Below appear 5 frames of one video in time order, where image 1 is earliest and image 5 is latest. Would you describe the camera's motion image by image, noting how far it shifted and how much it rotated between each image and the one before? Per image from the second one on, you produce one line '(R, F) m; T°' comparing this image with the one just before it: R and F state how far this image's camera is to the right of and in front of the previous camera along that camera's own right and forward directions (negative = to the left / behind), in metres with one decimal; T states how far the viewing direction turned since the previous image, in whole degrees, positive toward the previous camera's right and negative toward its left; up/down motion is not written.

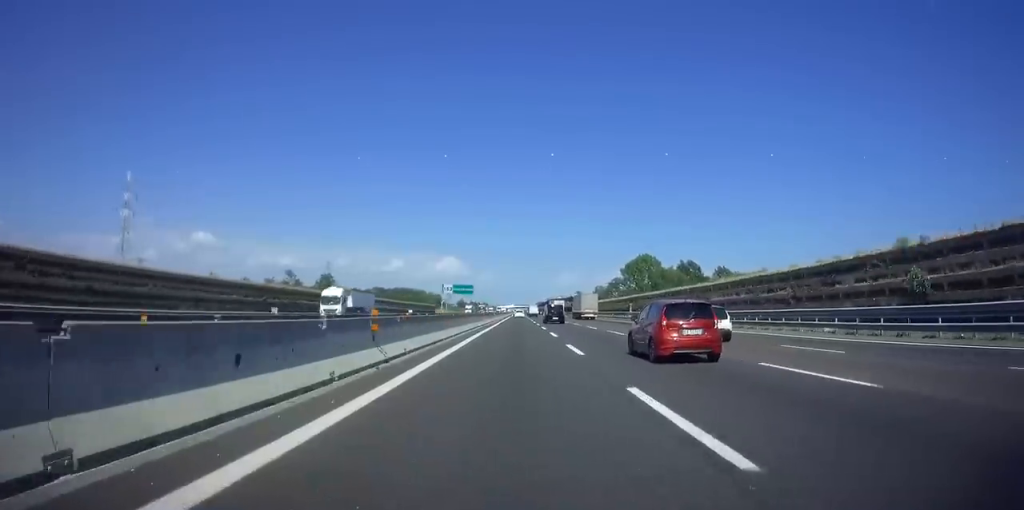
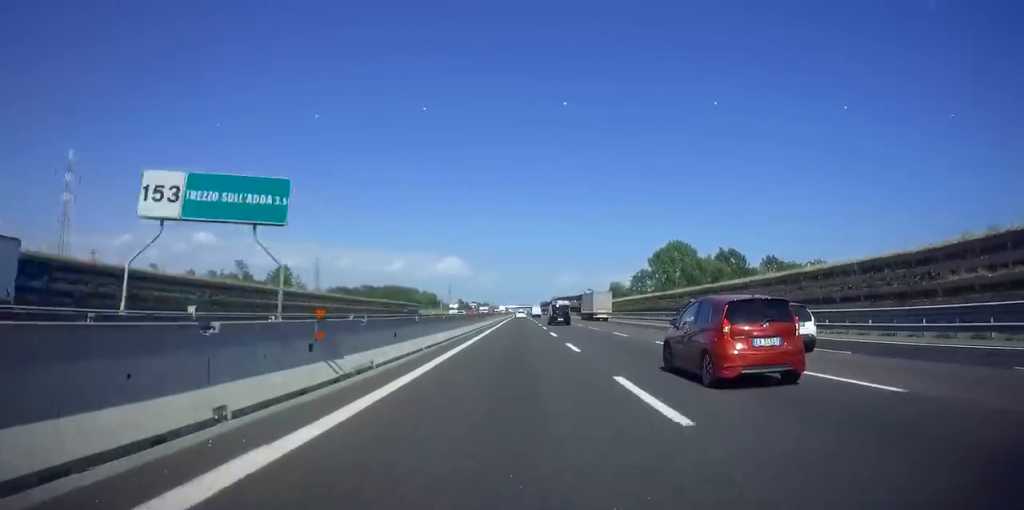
(0.0, +34.6) m; 0°
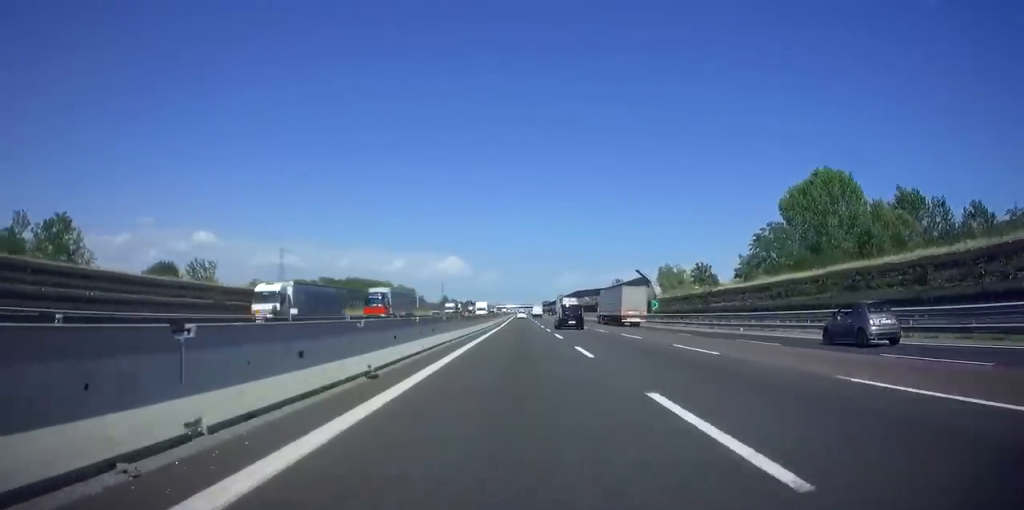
(-0.4, +74.8) m; 0°
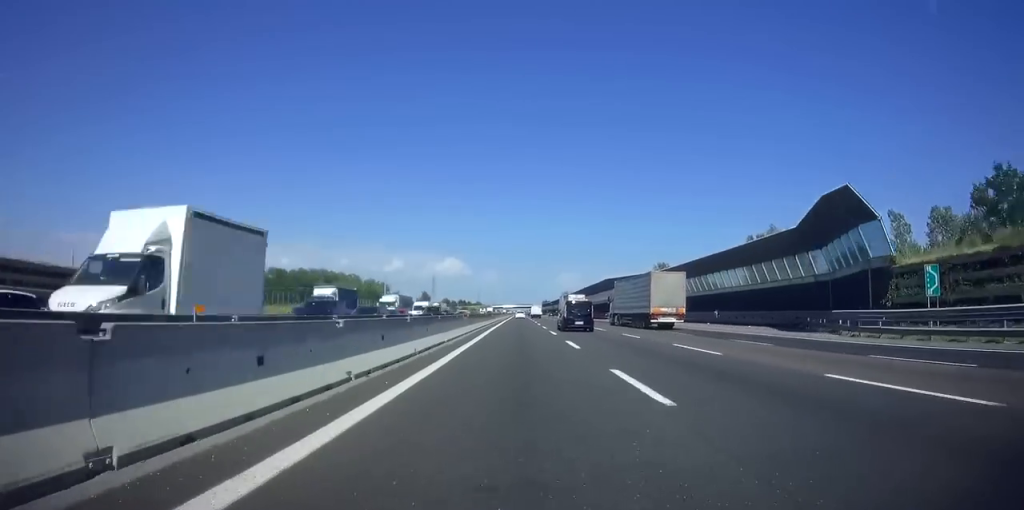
(+0.3, +56.5) m; 0°
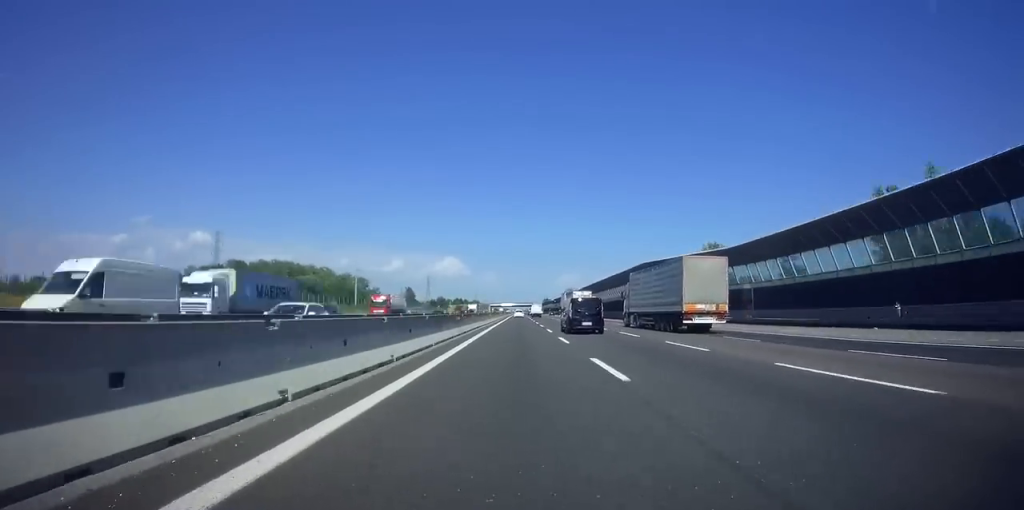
(-0.3, +32.9) m; 0°
